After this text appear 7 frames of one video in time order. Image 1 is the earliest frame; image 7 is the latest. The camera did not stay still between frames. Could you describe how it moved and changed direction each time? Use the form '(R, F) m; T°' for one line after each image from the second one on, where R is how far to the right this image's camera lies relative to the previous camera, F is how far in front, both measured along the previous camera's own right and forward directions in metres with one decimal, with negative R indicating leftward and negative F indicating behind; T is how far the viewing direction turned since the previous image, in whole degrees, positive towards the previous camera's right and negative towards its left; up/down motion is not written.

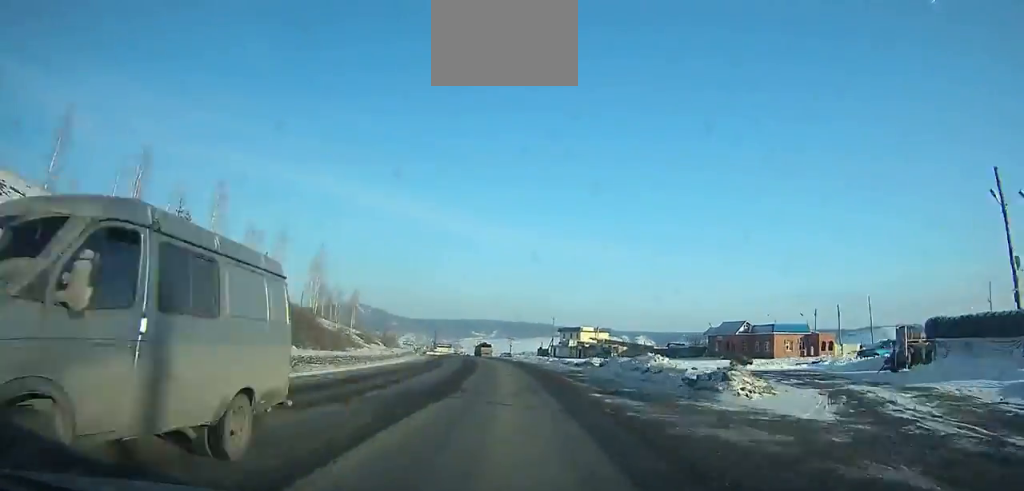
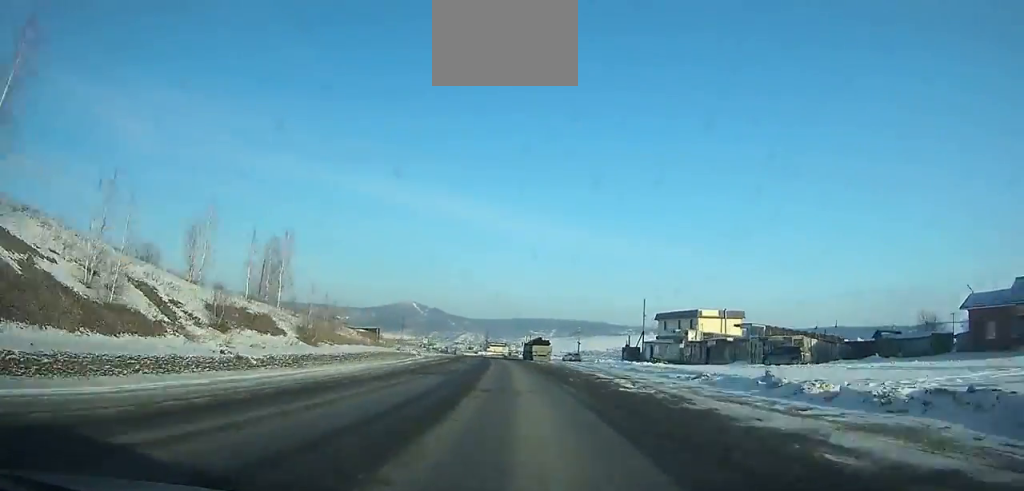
(-2.0, +53.0) m; -4°
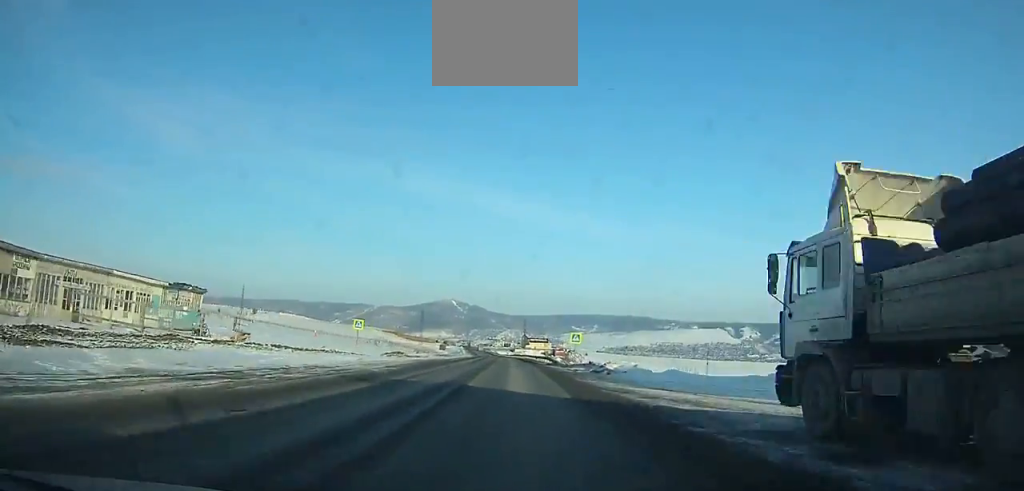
(-3.8, +84.6) m; -4°
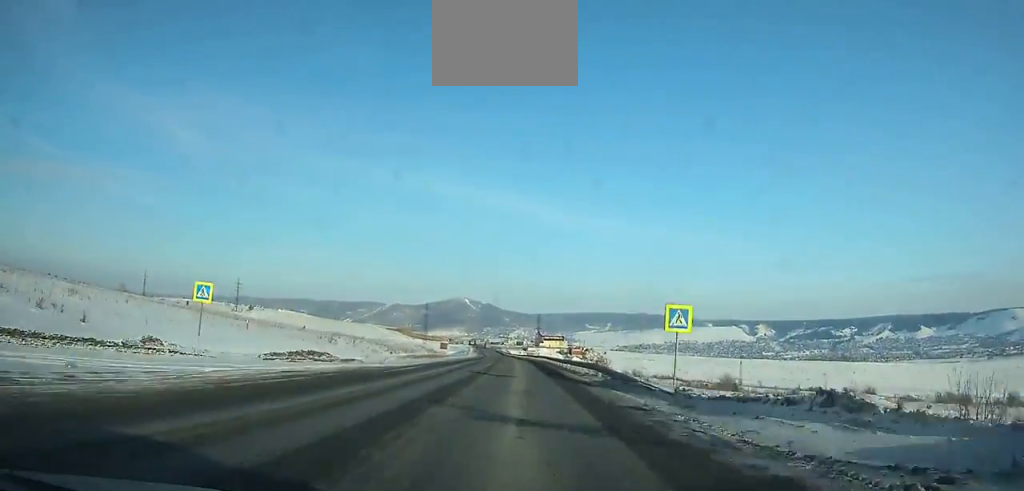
(-0.4, +30.6) m; -1°
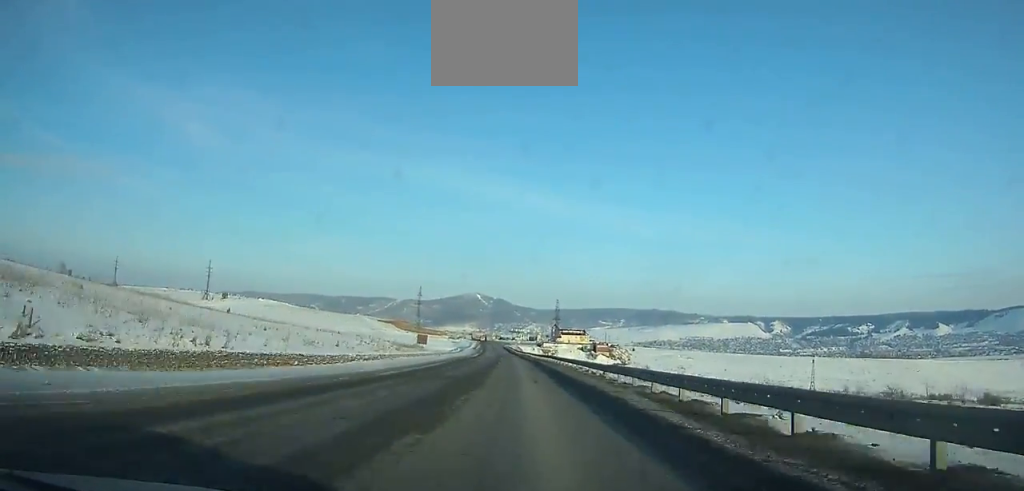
(-0.5, +61.4) m; -1°
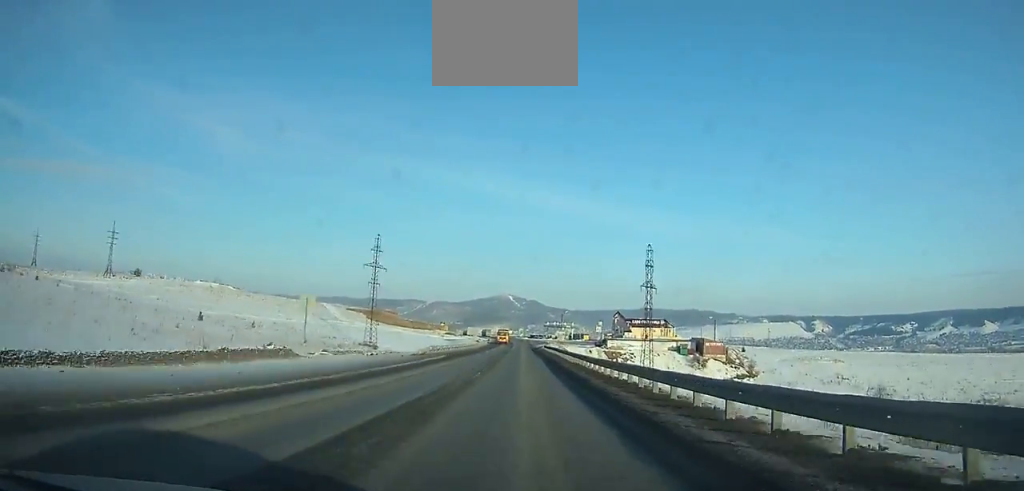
(-3.3, +133.9) m; -2°
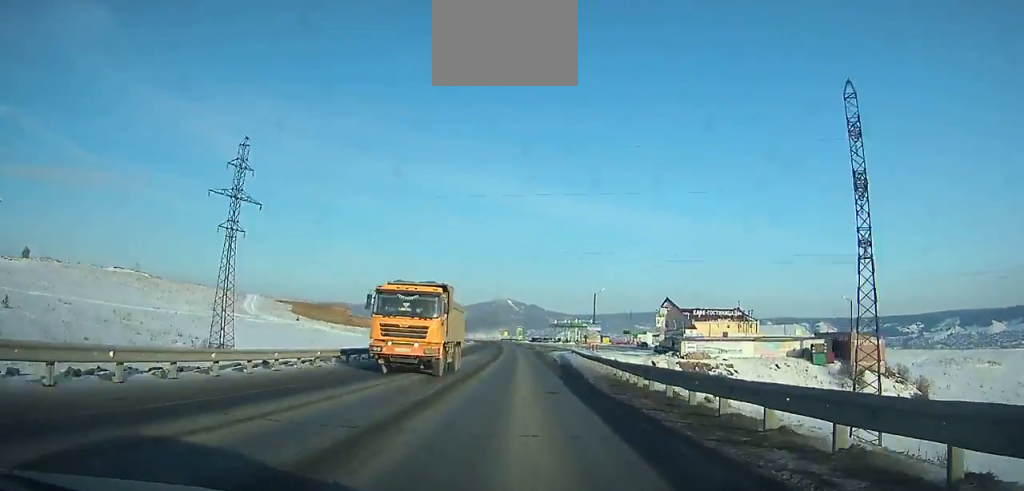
(-0.3, +75.3) m; -1°
